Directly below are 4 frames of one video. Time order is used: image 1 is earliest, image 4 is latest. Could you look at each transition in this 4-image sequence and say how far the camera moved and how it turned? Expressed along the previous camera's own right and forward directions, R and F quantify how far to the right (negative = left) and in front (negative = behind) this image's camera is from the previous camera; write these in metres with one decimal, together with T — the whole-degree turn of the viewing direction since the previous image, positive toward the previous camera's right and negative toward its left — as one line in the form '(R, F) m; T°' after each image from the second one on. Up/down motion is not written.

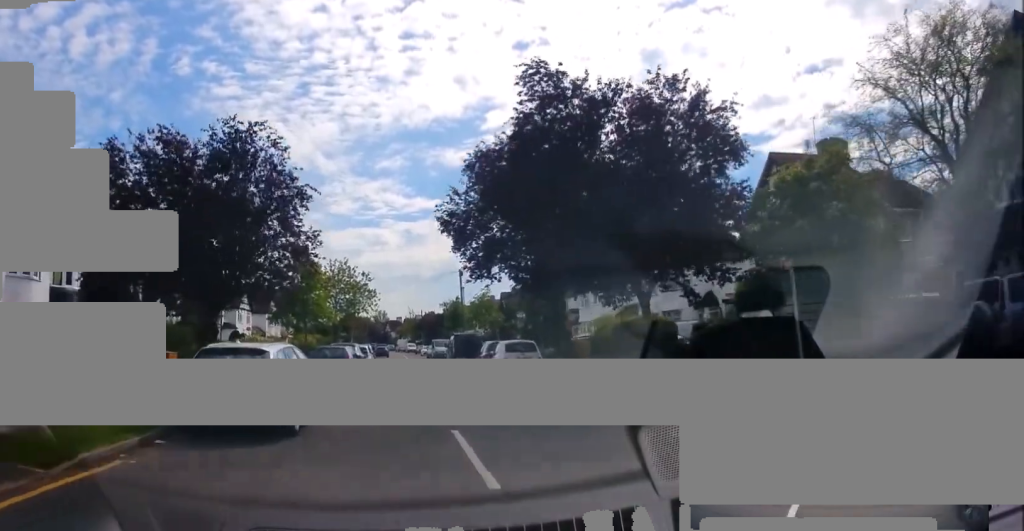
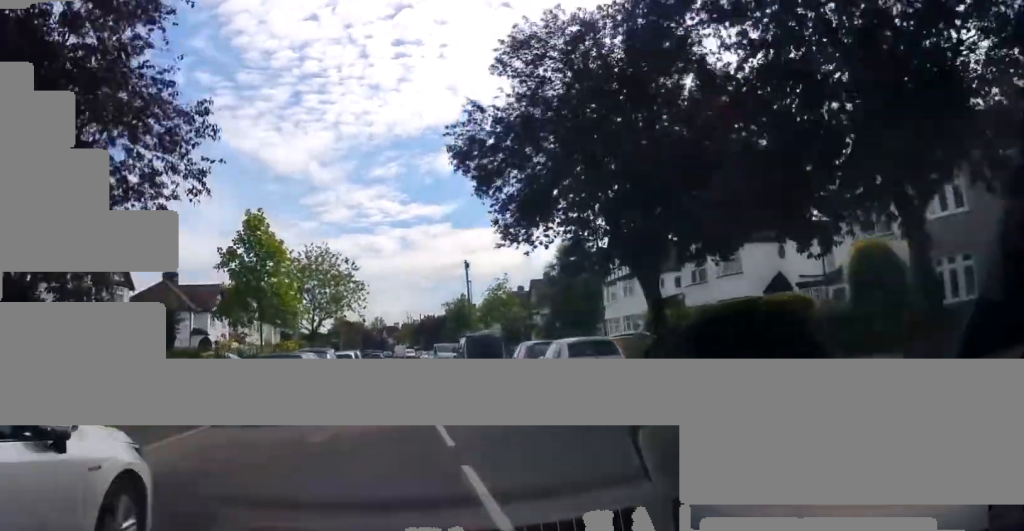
(-0.4, +9.4) m; -1°
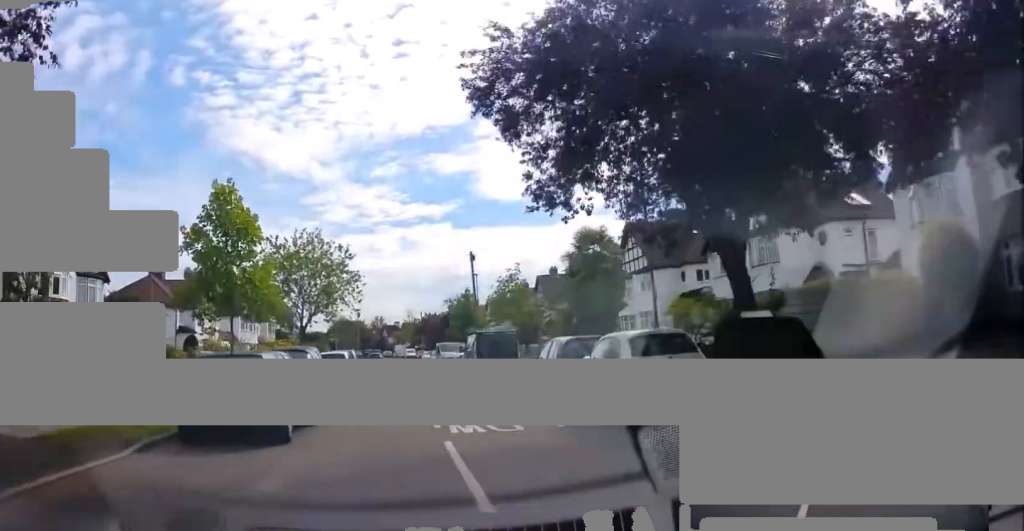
(+0.1, +3.9) m; 0°
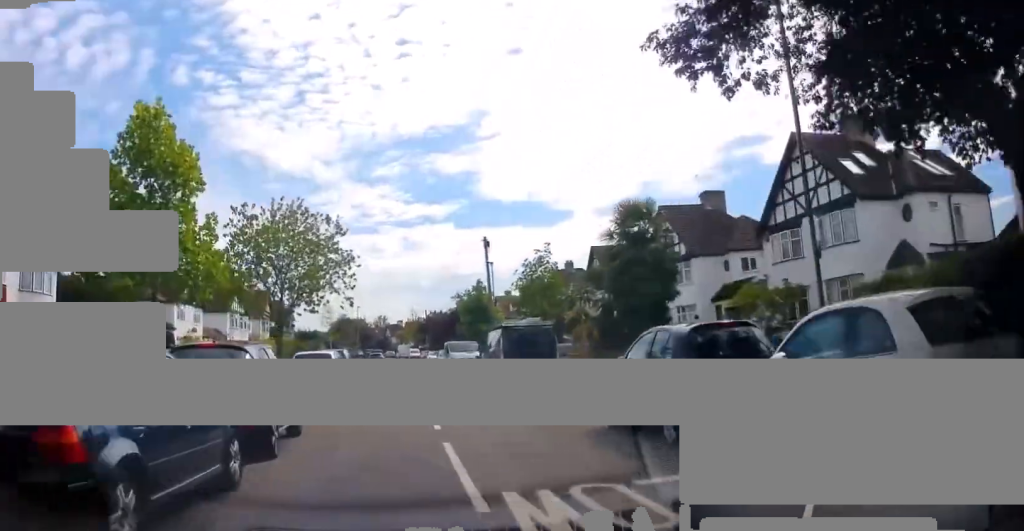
(0.0, +6.5) m; -1°
